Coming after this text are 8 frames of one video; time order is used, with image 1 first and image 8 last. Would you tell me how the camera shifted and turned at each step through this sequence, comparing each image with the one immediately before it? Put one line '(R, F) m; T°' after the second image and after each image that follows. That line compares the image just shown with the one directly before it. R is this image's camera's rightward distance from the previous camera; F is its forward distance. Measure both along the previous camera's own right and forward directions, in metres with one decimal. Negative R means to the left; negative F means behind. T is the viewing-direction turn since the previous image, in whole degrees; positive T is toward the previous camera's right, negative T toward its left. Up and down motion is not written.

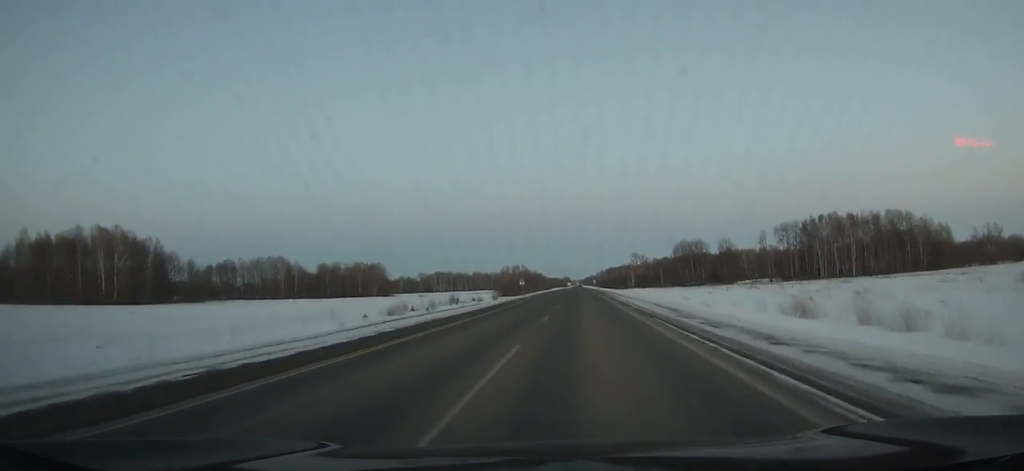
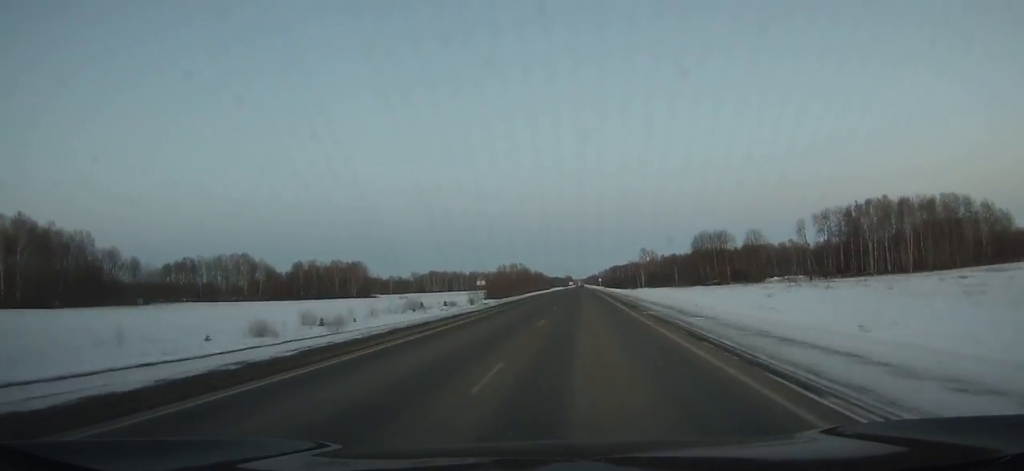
(-0.3, +38.8) m; 0°
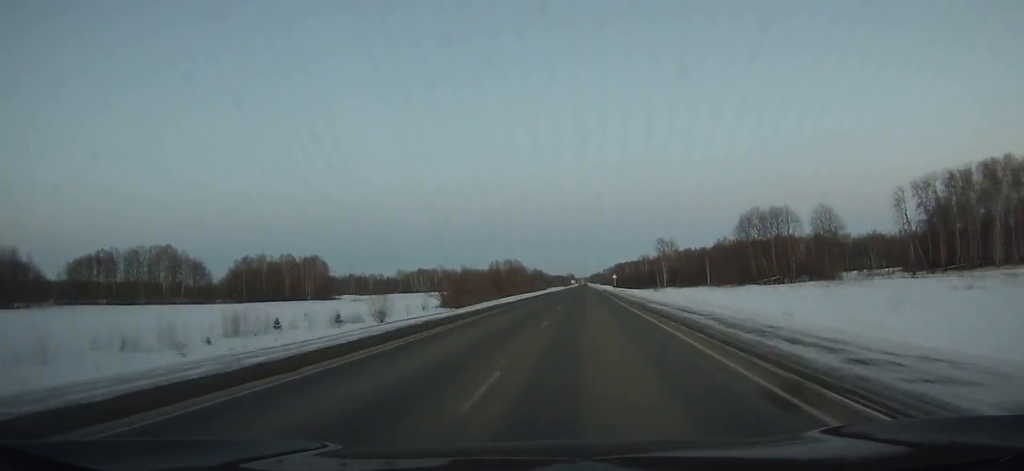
(-0.2, +59.8) m; 0°
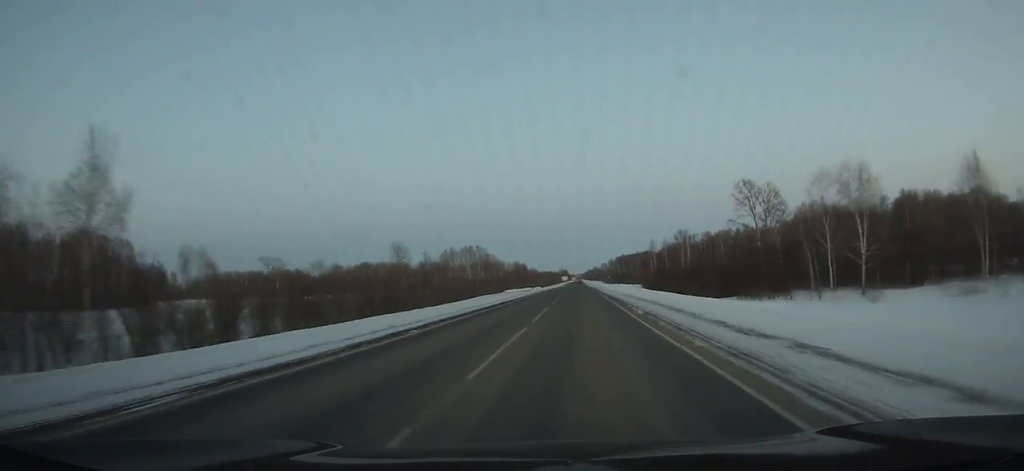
(+0.7, +147.2) m; 0°
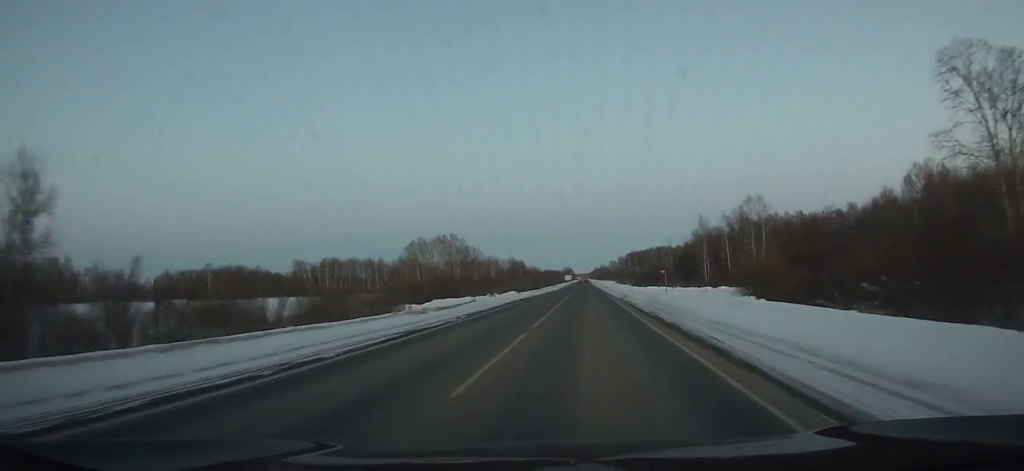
(-0.1, +74.0) m; 0°
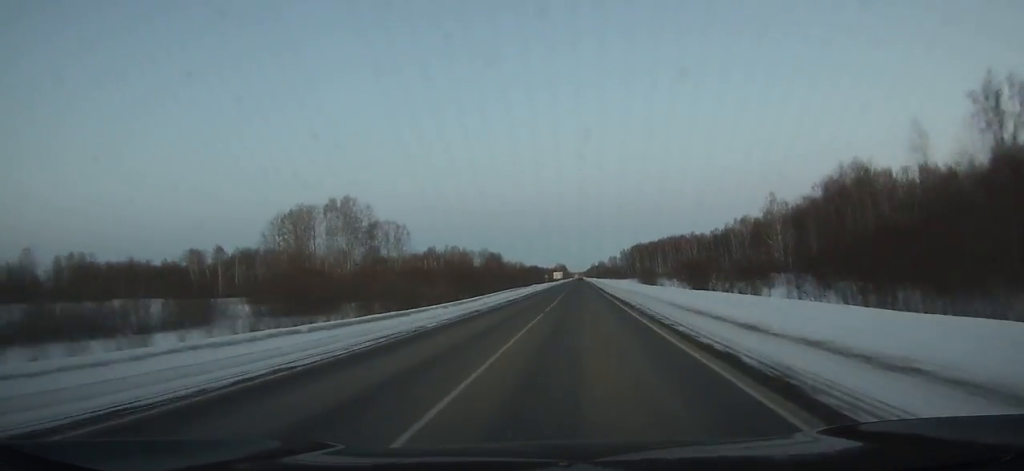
(+0.5, +109.6) m; 0°
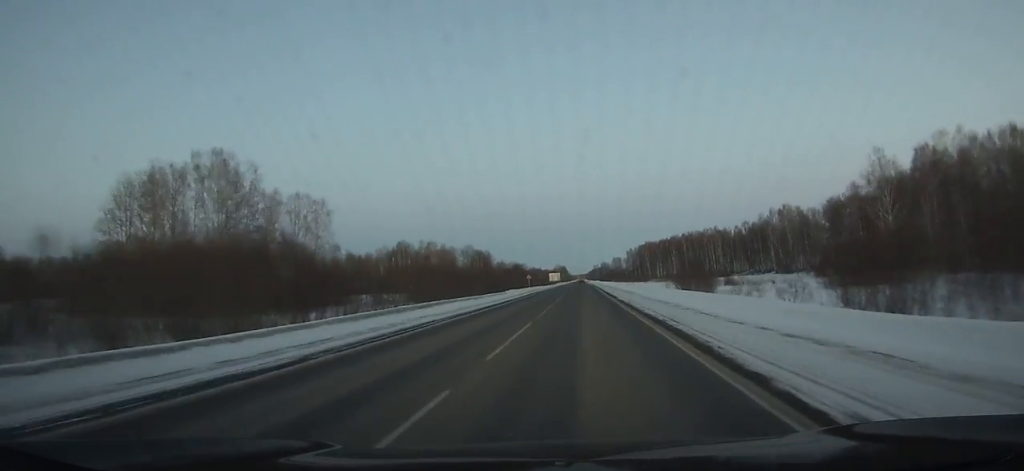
(0.0, +53.9) m; 0°
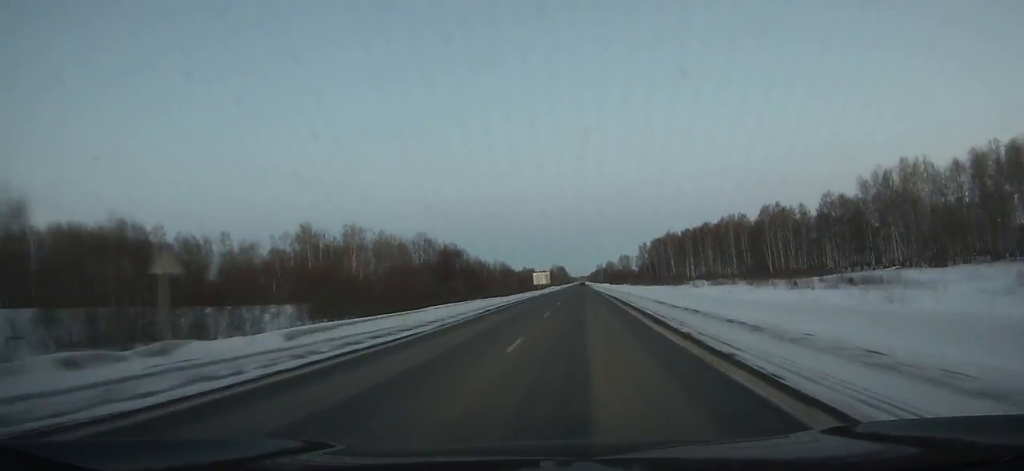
(0.0, +89.1) m; 0°
